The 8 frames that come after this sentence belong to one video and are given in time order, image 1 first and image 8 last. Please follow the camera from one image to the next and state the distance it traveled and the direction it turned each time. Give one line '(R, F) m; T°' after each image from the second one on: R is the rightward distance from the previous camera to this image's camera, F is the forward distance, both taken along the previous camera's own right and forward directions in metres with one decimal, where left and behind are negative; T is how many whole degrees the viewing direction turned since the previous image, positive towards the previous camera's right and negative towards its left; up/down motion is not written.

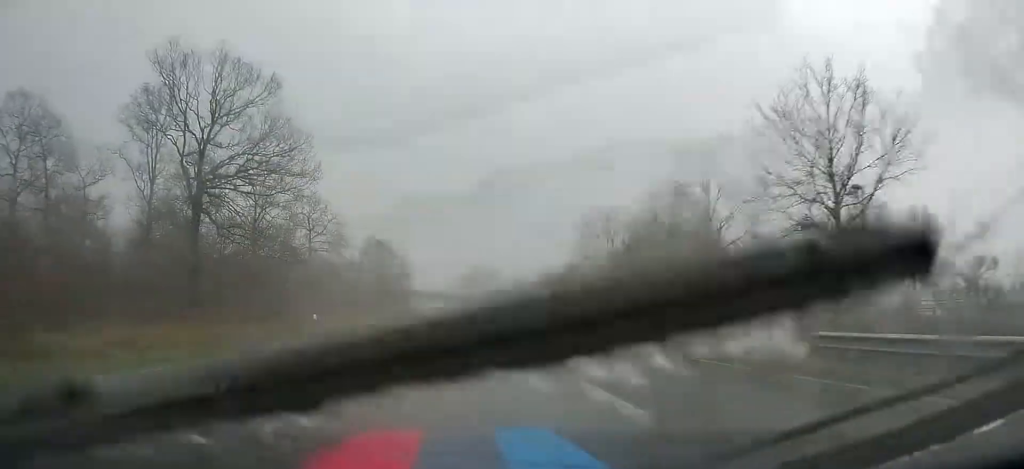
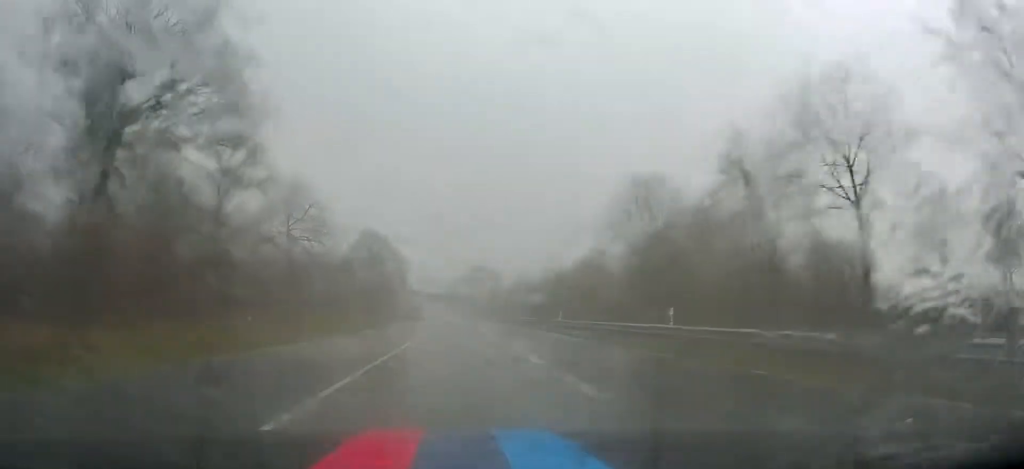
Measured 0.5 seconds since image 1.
(0.0, +9.7) m; 0°
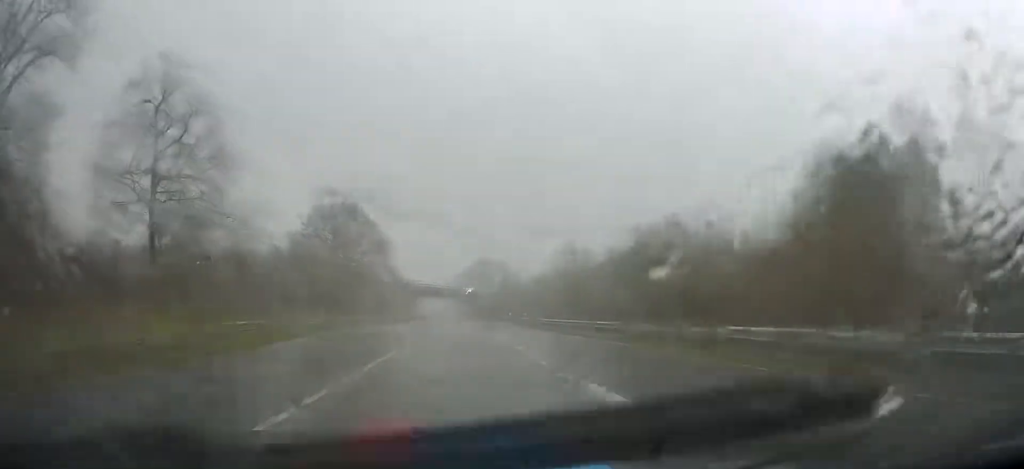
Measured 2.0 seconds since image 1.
(-0.1, +31.1) m; 0°
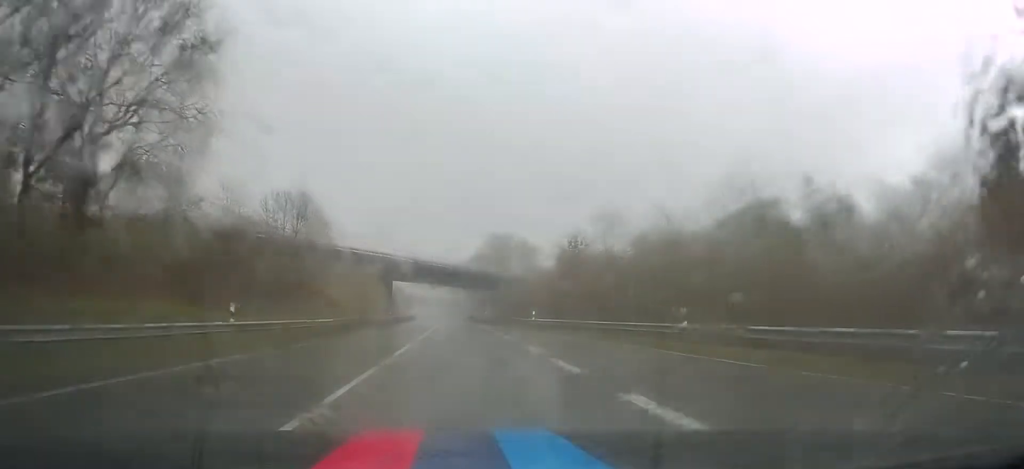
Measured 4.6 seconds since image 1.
(-0.5, +56.6) m; 0°
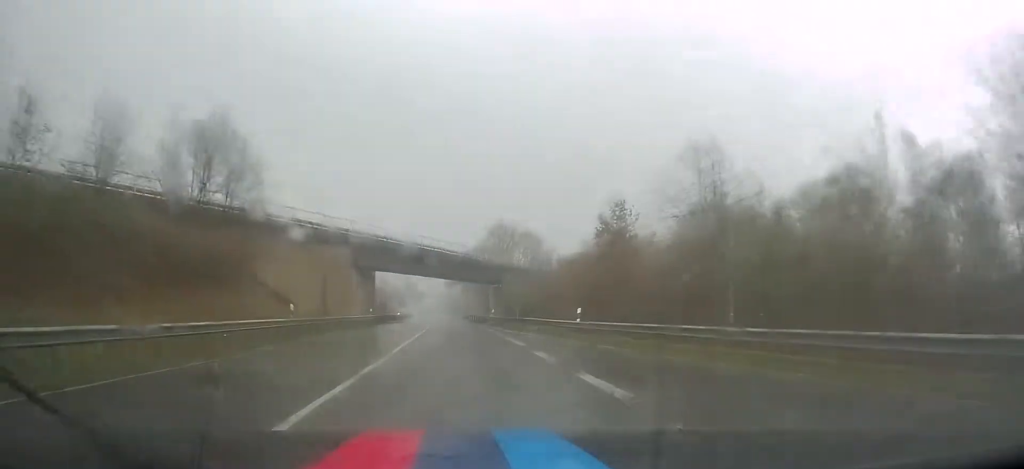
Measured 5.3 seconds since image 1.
(+0.3, +16.0) m; 0°
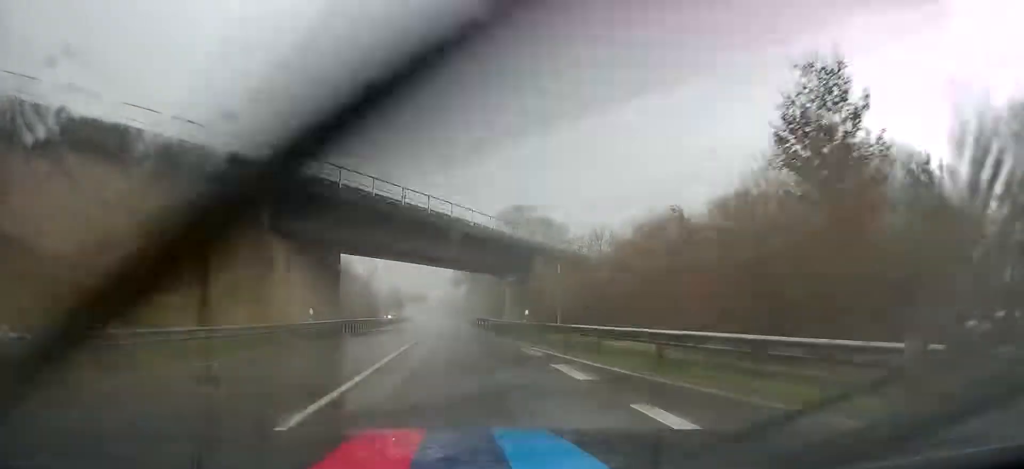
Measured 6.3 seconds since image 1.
(-0.2, +22.3) m; 0°
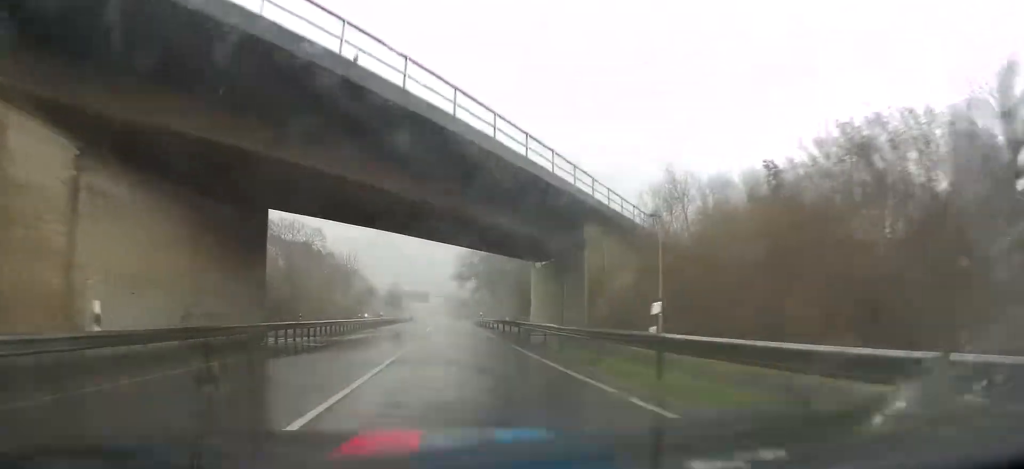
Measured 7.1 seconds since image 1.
(+0.1, +18.2) m; 0°
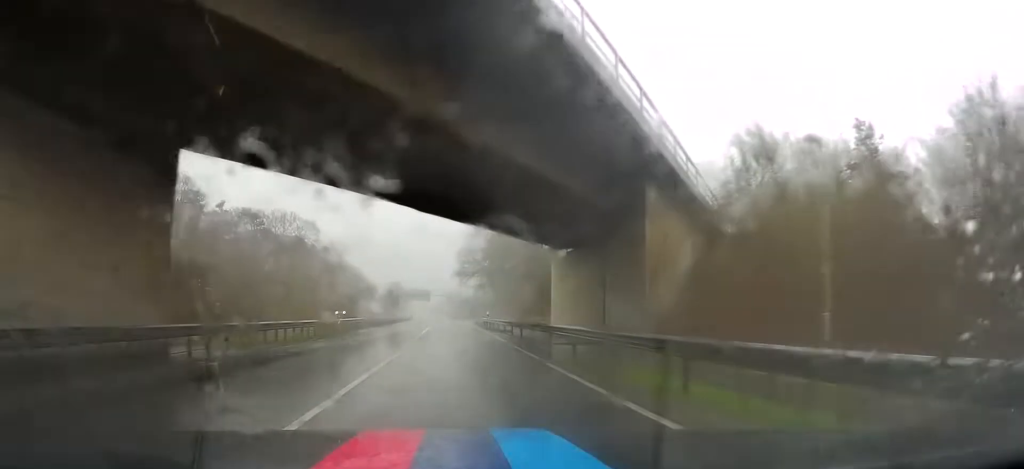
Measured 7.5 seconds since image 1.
(+0.1, +9.1) m; 0°
